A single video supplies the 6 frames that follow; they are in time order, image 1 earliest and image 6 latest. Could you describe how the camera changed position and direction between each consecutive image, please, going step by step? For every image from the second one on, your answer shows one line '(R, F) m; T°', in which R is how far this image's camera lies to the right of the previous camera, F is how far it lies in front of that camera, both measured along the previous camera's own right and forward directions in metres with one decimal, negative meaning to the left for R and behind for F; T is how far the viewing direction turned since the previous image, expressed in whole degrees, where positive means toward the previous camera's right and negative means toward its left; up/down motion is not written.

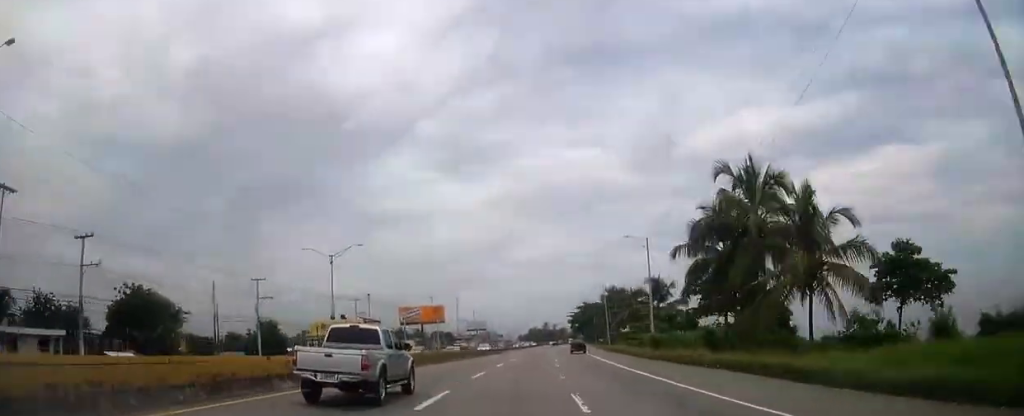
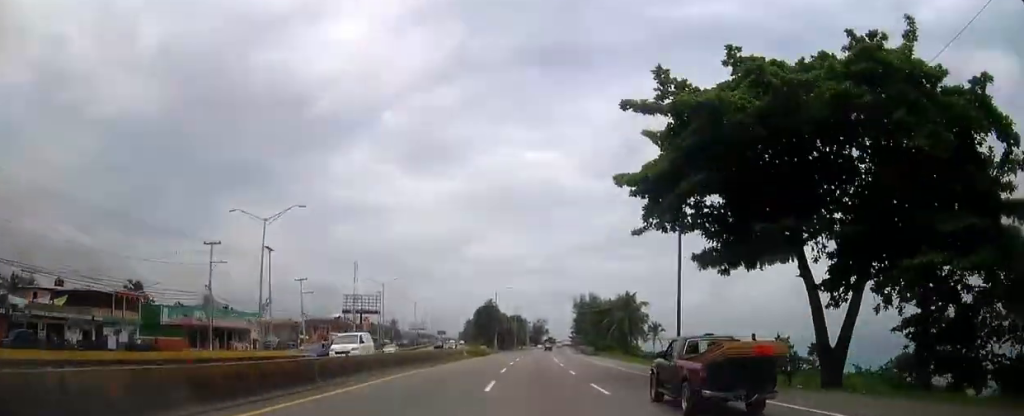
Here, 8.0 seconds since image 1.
(+12.9, +217.1) m; +5°
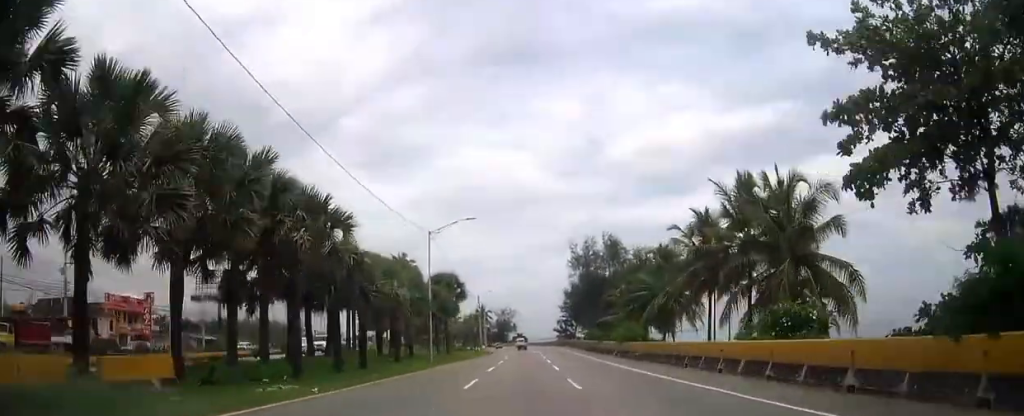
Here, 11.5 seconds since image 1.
(+2.1, +95.1) m; +3°
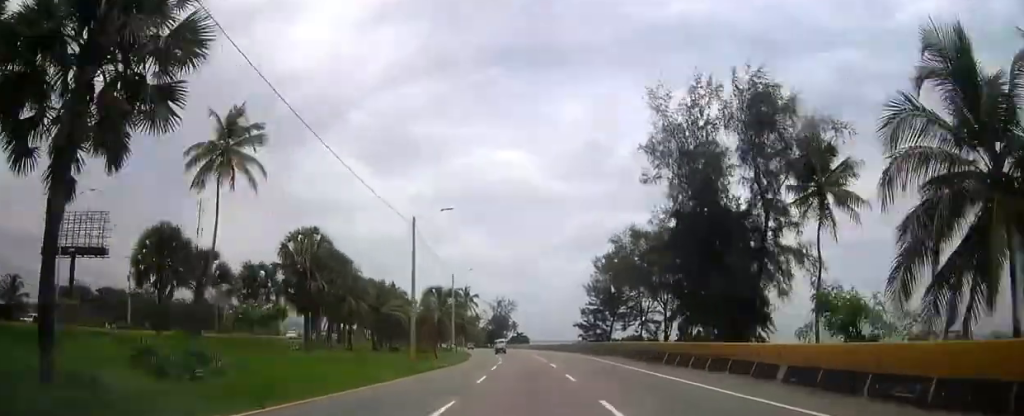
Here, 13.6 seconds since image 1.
(+0.9, +58.0) m; 0°
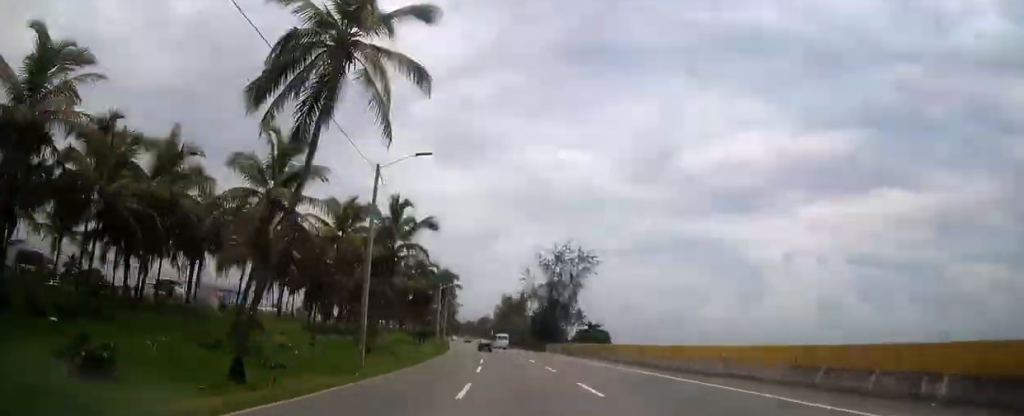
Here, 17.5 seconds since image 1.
(-4.6, +107.6) m; -6°
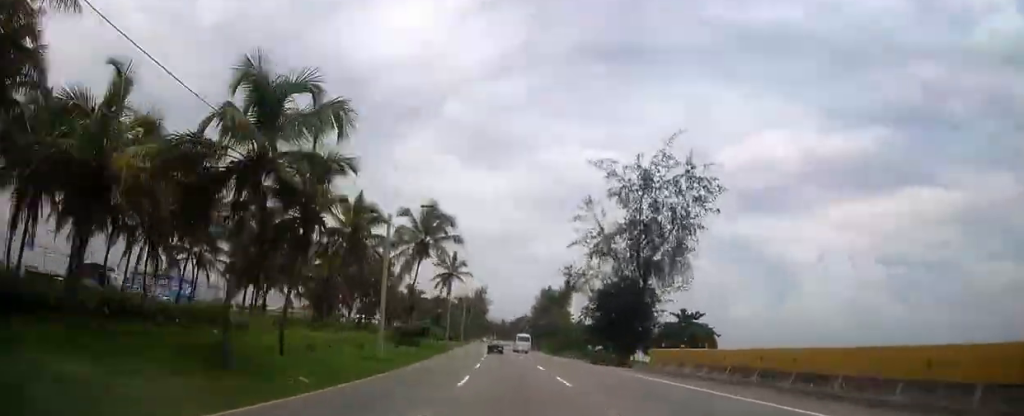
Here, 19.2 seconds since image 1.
(-1.0, +47.2) m; -3°
